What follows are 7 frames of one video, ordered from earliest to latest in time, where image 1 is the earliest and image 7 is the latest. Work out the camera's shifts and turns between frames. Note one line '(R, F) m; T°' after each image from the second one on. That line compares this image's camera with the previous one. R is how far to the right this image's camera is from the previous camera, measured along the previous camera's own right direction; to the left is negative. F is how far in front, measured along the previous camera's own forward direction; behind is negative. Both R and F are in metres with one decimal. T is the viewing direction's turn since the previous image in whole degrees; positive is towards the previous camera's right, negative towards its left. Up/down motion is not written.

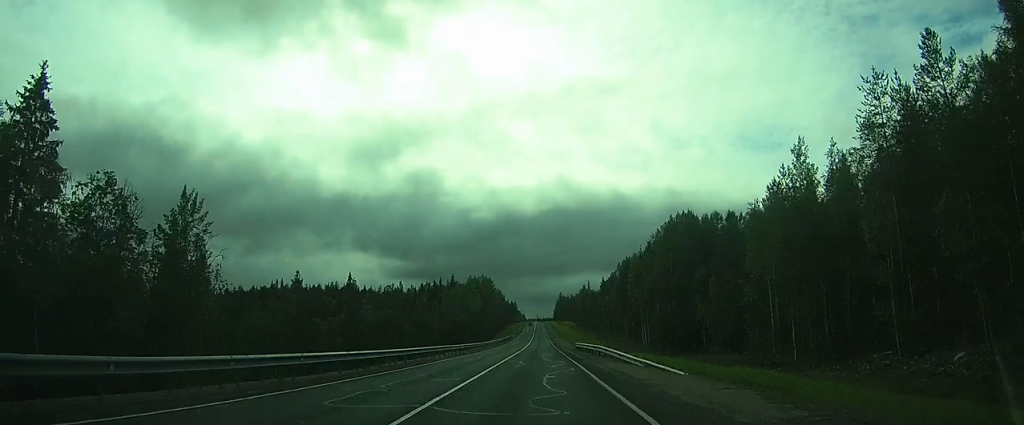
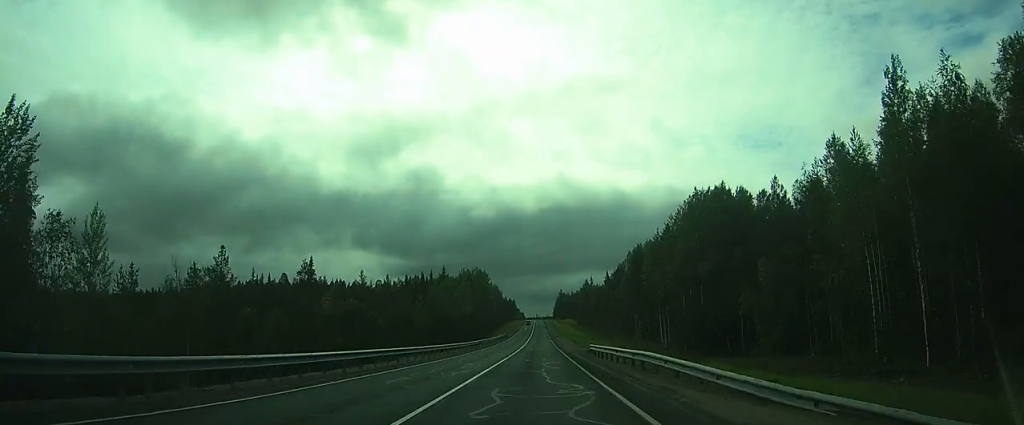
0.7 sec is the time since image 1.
(-0.1, +14.4) m; 0°
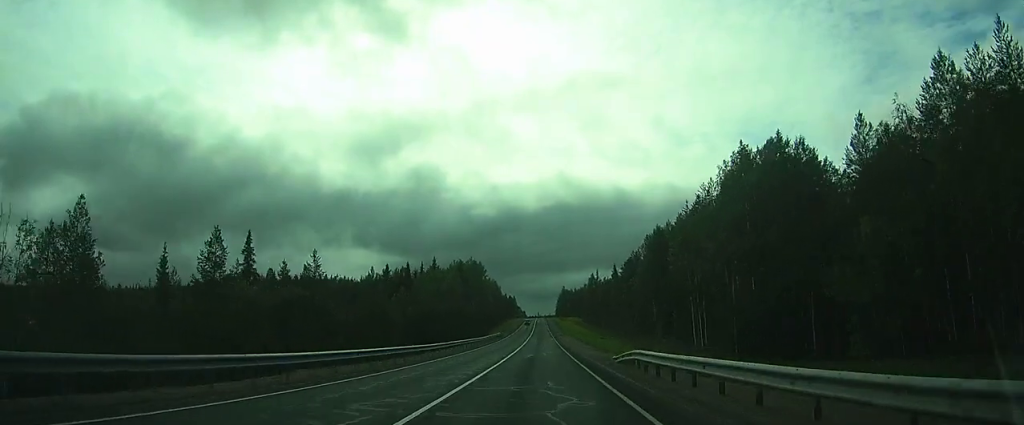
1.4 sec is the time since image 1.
(0.0, +15.8) m; 0°
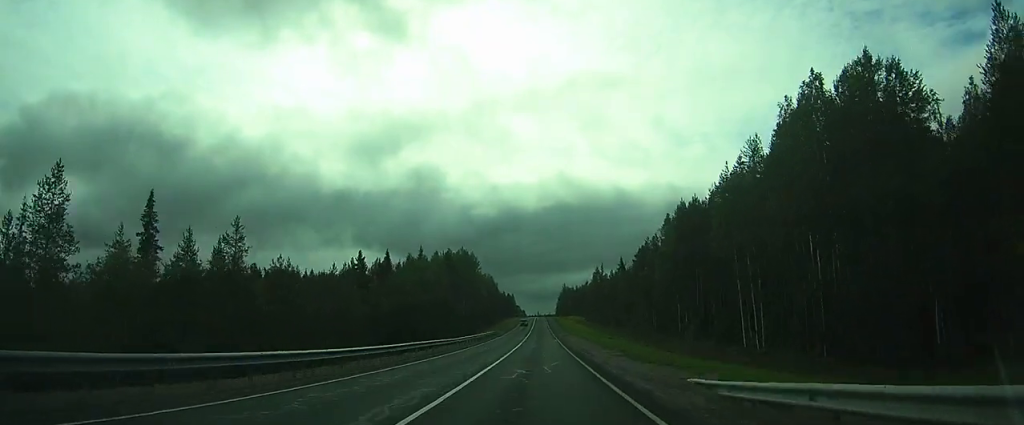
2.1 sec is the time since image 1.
(+0.1, +15.0) m; 0°
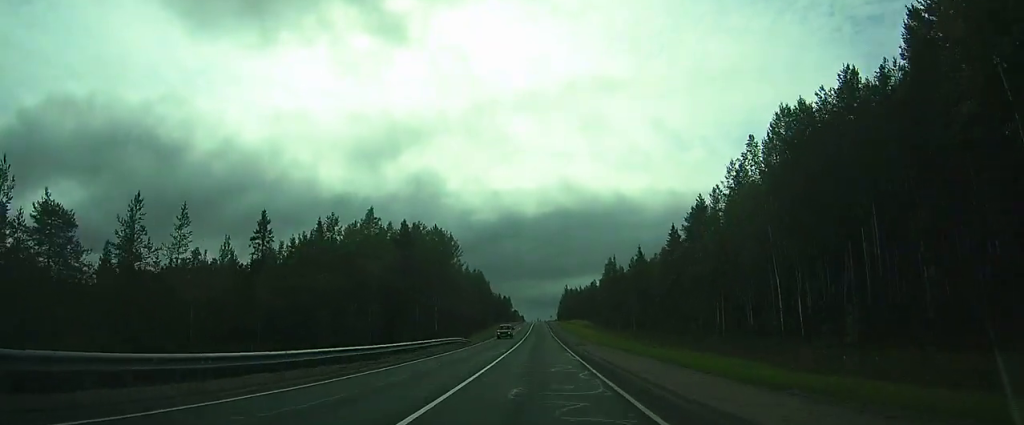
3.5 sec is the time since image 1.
(+0.3, +30.7) m; +1°
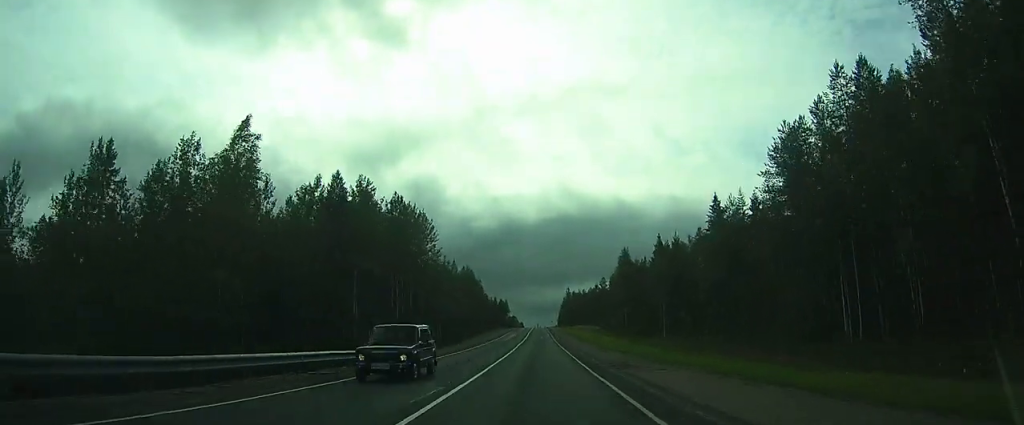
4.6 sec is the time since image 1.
(0.0, +22.9) m; -1°
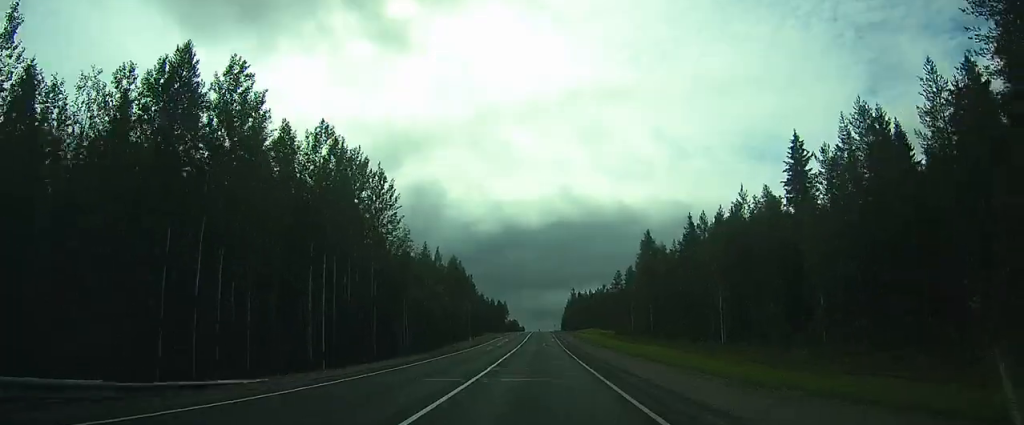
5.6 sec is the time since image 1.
(-0.3, +22.4) m; -1°
